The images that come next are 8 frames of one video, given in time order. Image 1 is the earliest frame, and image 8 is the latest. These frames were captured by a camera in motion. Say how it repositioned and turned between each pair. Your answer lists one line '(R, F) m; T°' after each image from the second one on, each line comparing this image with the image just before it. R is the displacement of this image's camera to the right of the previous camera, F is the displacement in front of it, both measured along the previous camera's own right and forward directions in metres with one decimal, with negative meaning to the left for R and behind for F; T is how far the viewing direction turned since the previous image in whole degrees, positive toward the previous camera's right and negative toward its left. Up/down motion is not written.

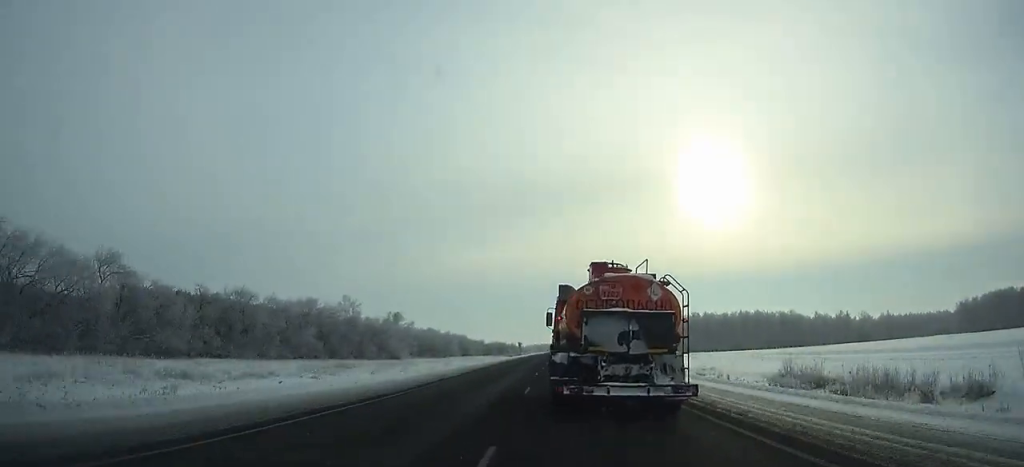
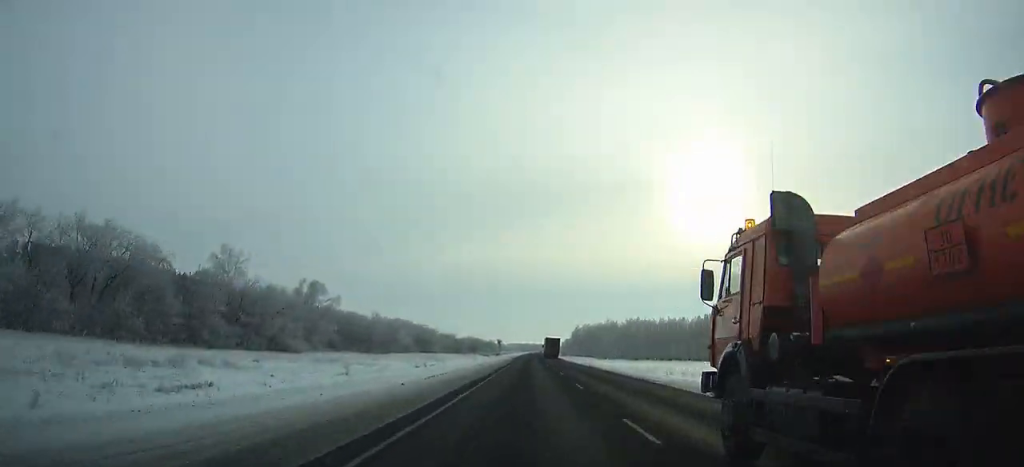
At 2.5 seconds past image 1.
(+0.5, +60.1) m; +1°
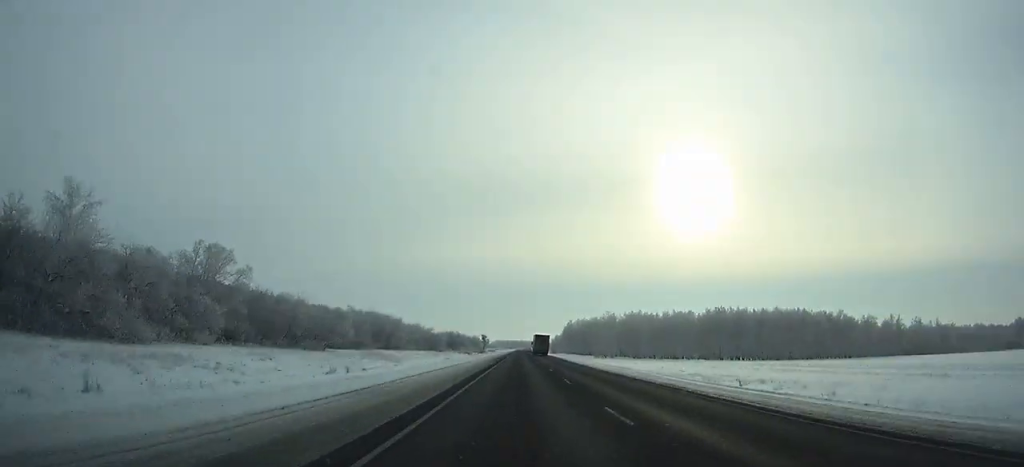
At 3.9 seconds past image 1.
(+0.2, +34.7) m; +1°
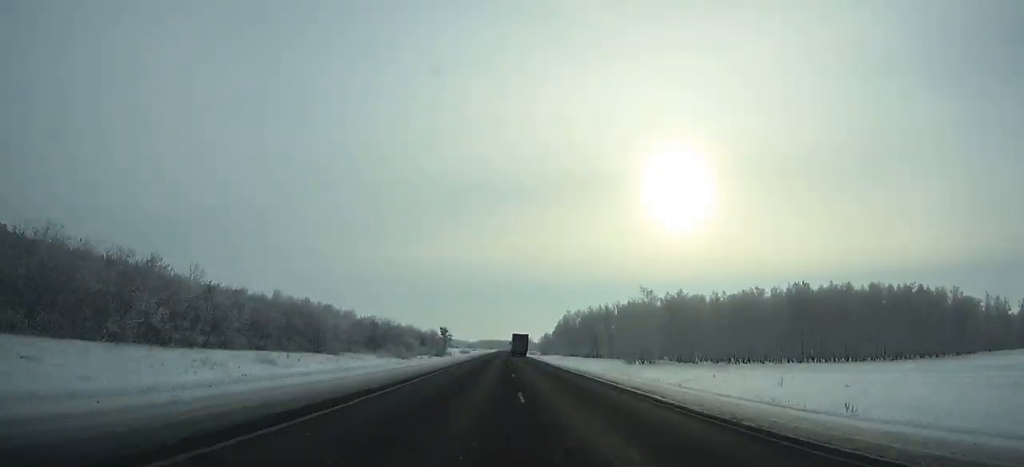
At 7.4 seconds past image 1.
(+0.6, +94.0) m; 0°
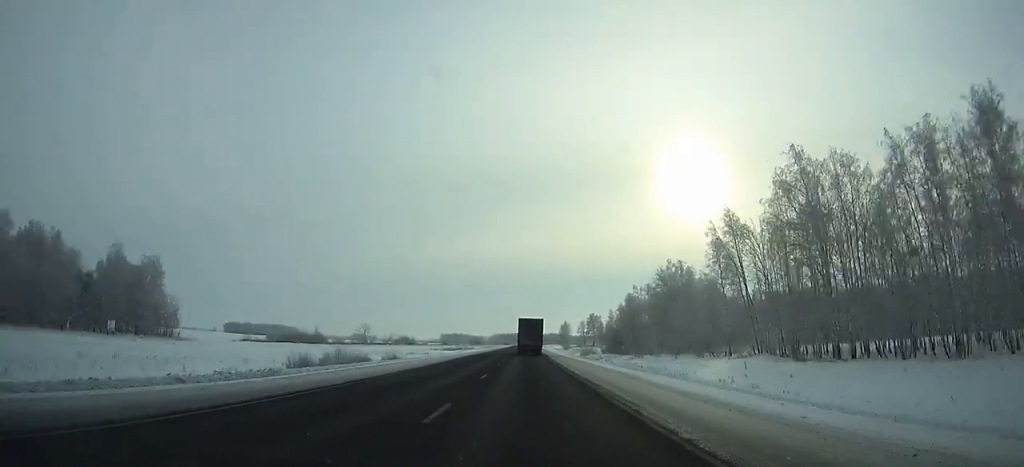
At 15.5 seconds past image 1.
(-2.0, +230.1) m; -1°
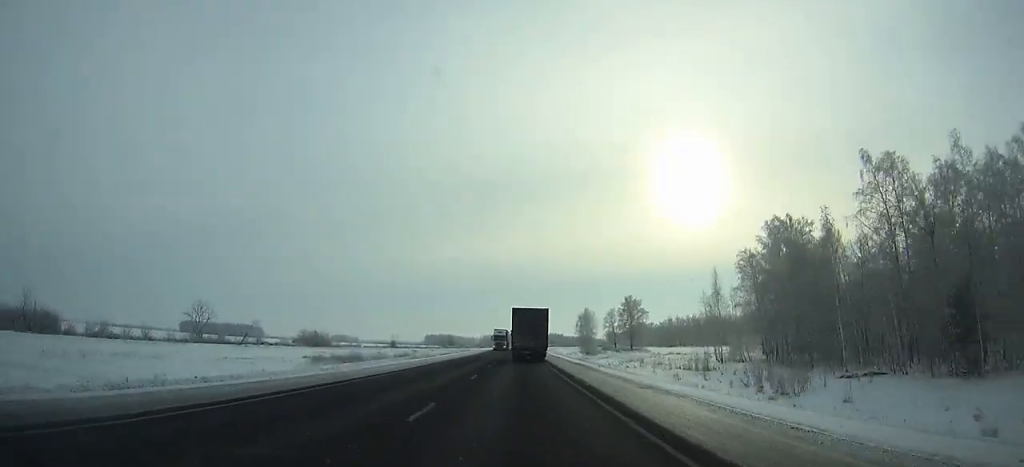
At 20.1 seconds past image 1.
(-0.1, +128.1) m; 0°
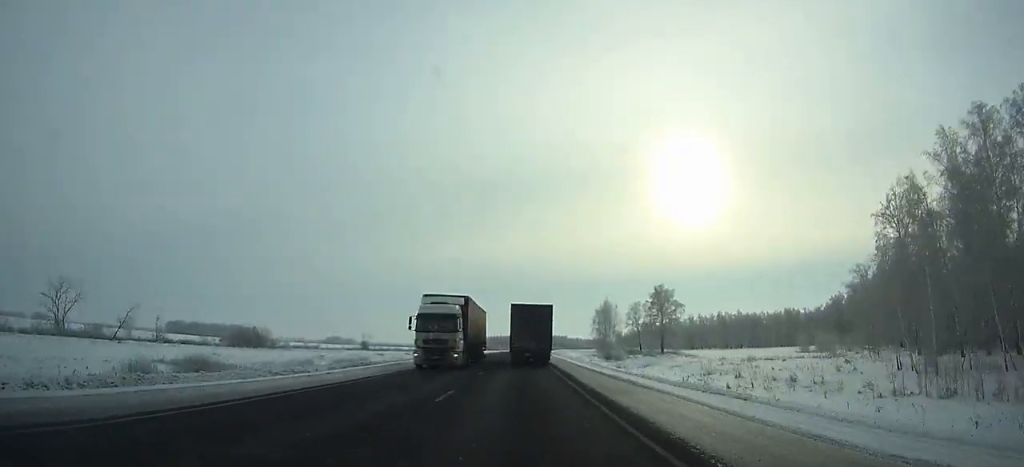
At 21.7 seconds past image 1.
(-0.2, +43.7) m; 0°
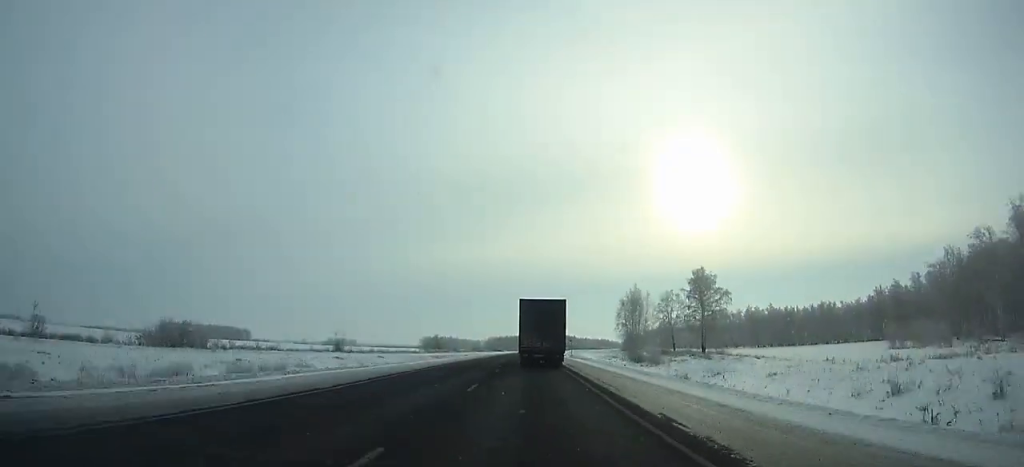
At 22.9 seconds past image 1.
(+0.3, +32.1) m; 0°
